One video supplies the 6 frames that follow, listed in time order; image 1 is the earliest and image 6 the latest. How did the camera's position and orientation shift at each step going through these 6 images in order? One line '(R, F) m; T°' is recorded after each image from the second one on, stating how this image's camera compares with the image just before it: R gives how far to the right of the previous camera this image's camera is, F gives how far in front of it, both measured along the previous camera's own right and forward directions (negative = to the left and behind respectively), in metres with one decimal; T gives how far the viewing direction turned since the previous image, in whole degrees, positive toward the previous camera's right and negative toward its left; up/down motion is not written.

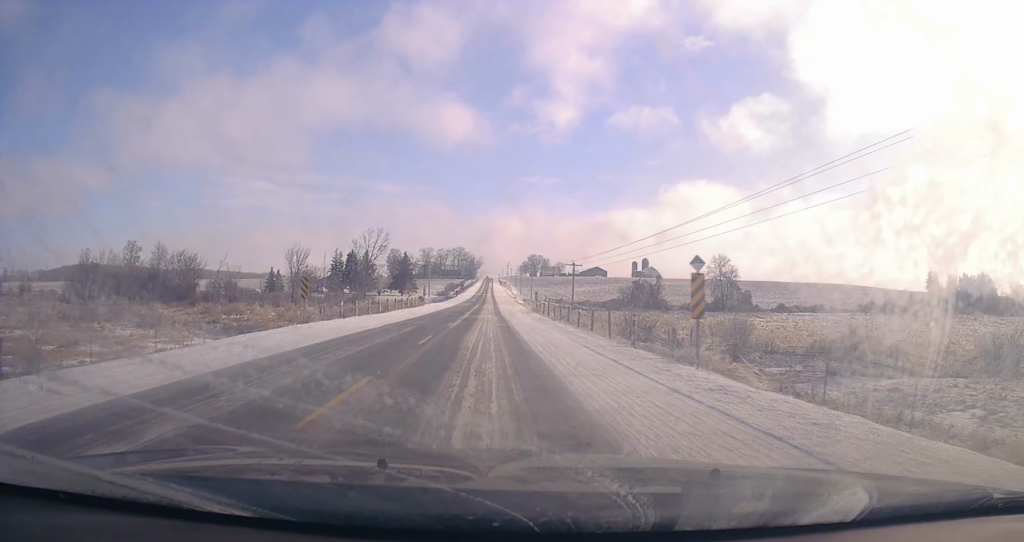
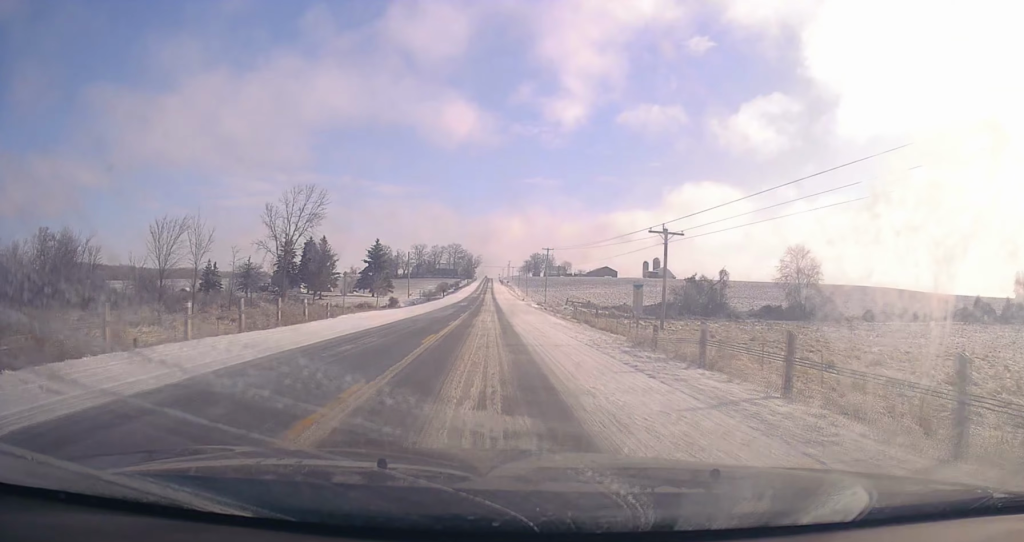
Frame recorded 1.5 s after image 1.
(+0.2, +37.7) m; +1°
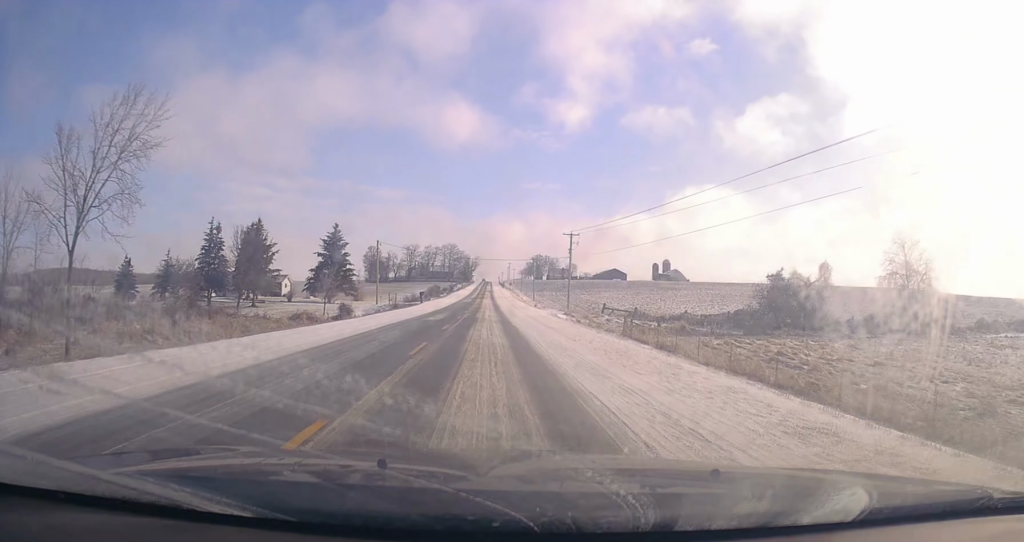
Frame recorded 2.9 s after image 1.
(+0.3, +32.0) m; 0°
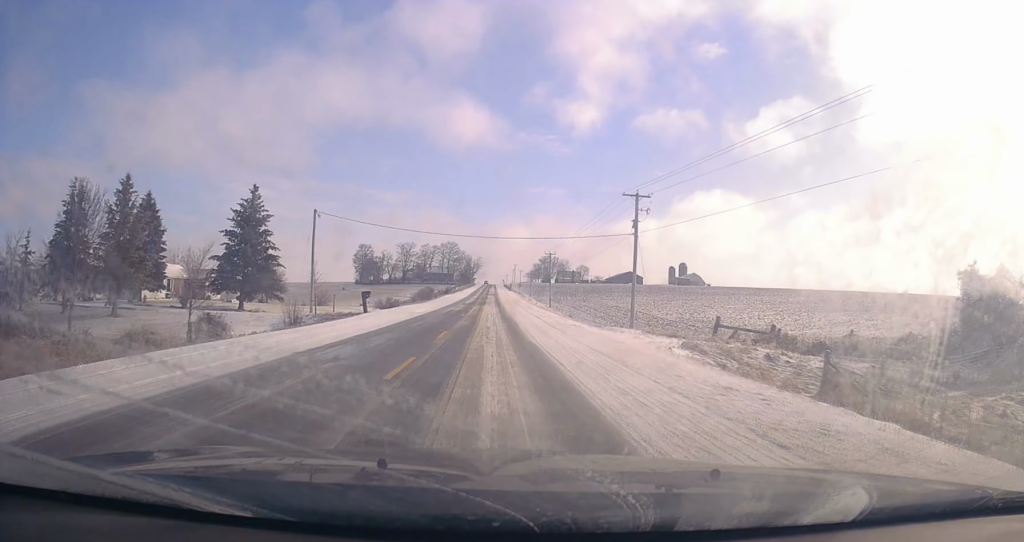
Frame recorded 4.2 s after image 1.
(-0.7, +32.6) m; -1°
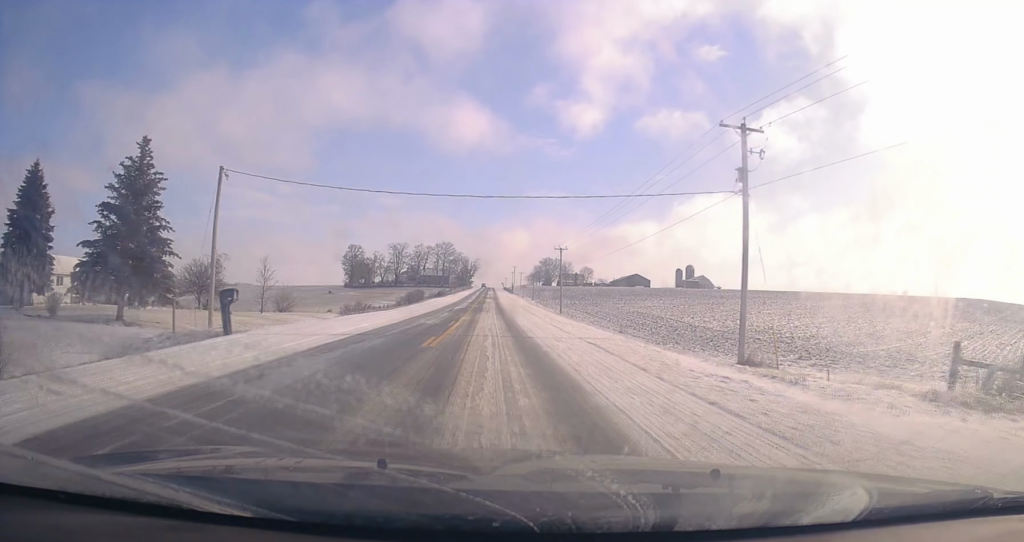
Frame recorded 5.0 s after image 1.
(+0.4, +19.8) m; 0°
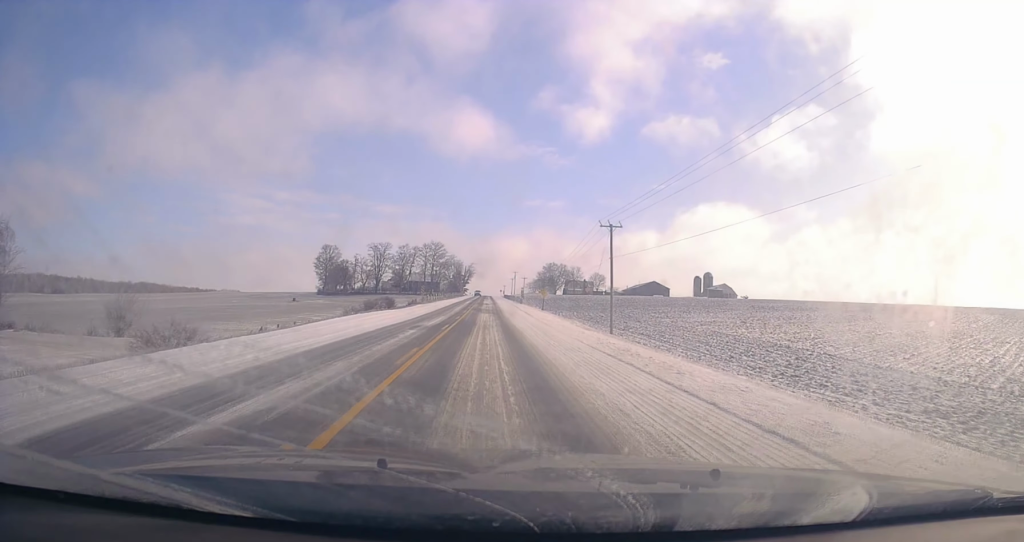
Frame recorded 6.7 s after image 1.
(-0.3, +41.0) m; 0°
